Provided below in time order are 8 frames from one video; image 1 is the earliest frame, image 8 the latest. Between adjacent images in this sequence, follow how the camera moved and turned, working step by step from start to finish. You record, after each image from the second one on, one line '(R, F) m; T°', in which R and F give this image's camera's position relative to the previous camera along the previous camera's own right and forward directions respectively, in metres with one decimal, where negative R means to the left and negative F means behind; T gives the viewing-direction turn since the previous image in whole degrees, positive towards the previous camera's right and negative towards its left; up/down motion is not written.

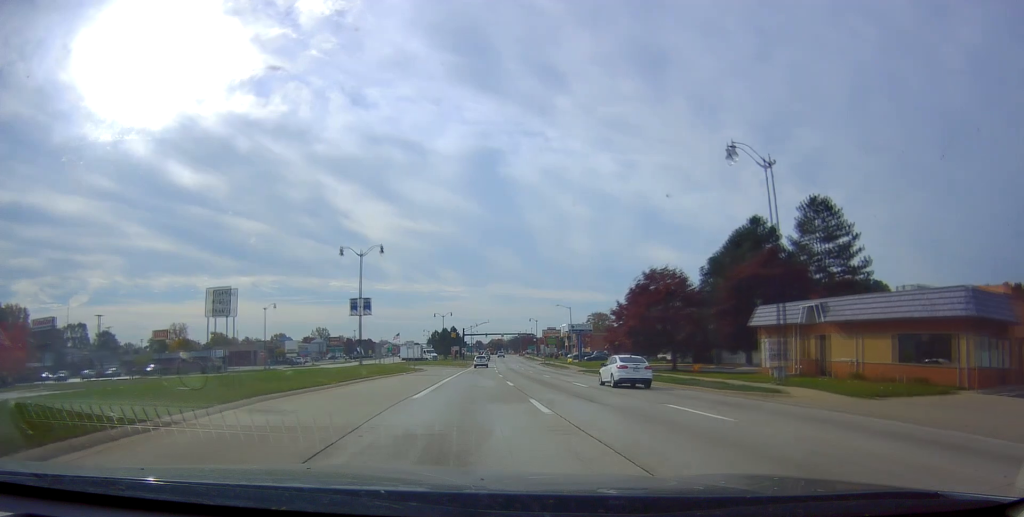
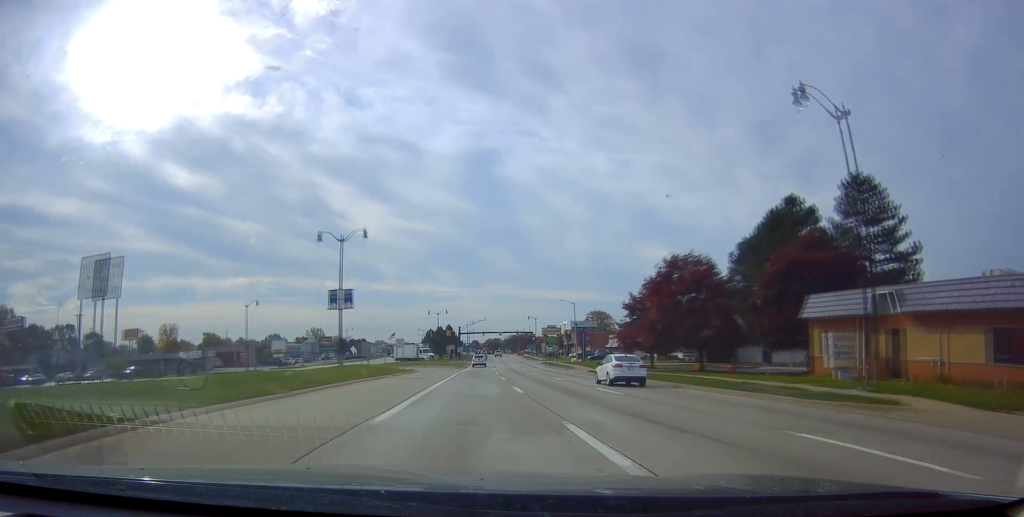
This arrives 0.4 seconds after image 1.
(0.0, +6.9) m; 0°
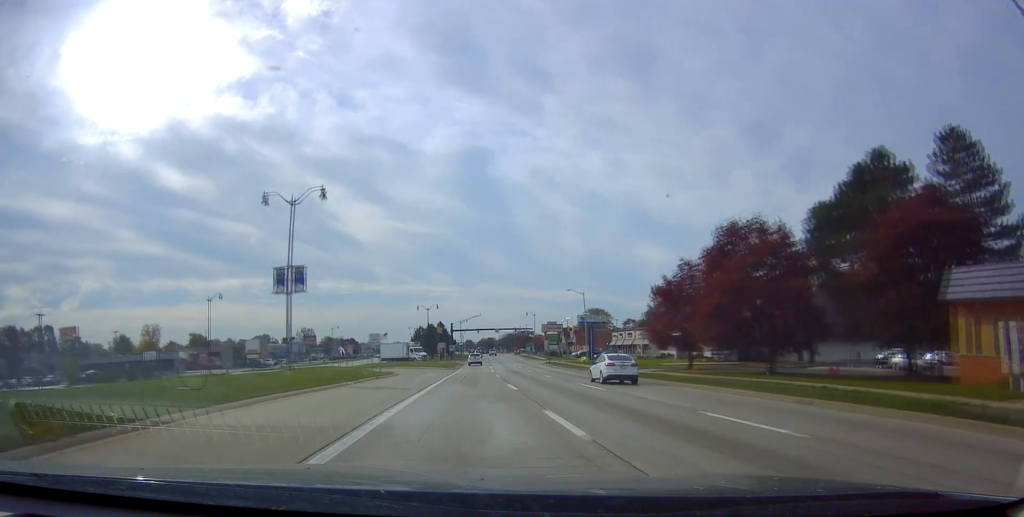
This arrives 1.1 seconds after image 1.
(0.0, +12.2) m; +1°
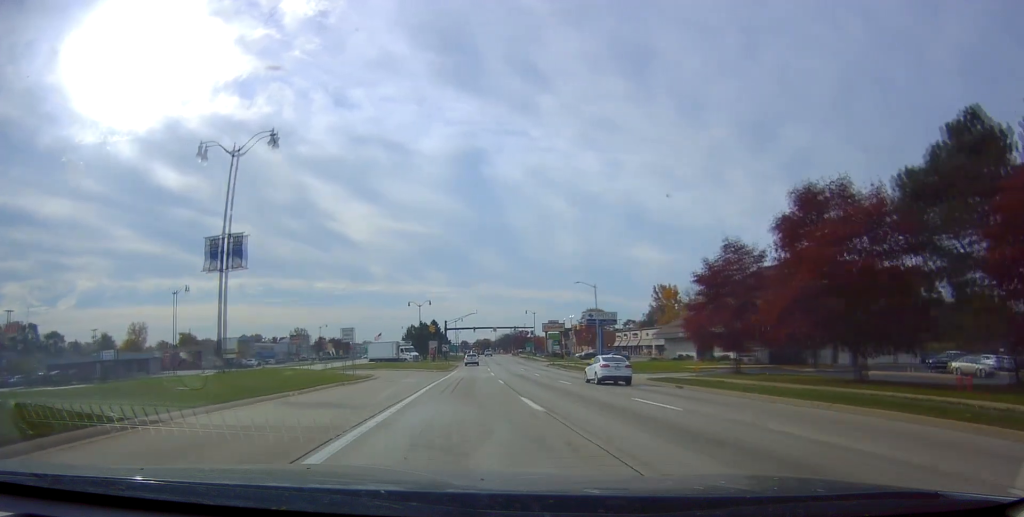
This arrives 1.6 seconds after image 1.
(-0.2, +9.4) m; +1°
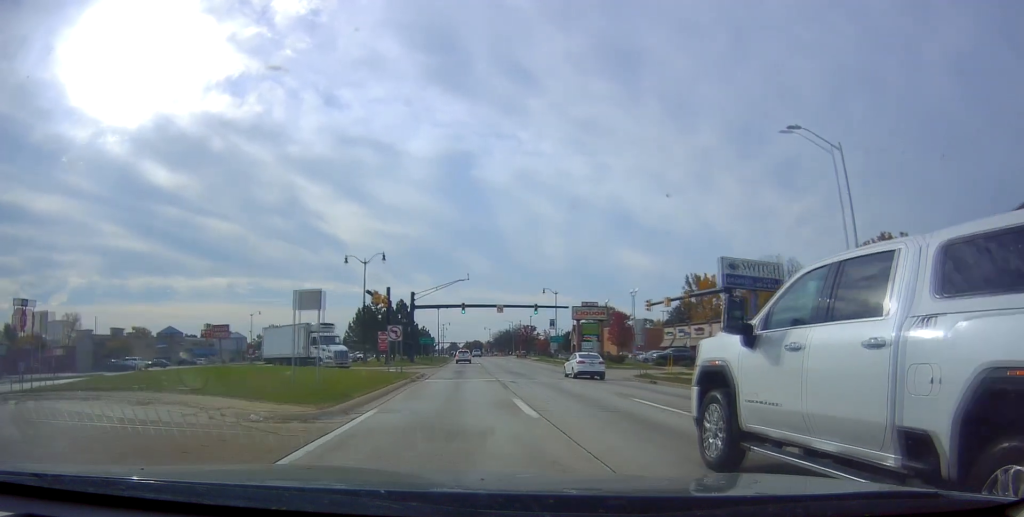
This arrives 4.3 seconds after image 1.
(+0.6, +48.0) m; +1°
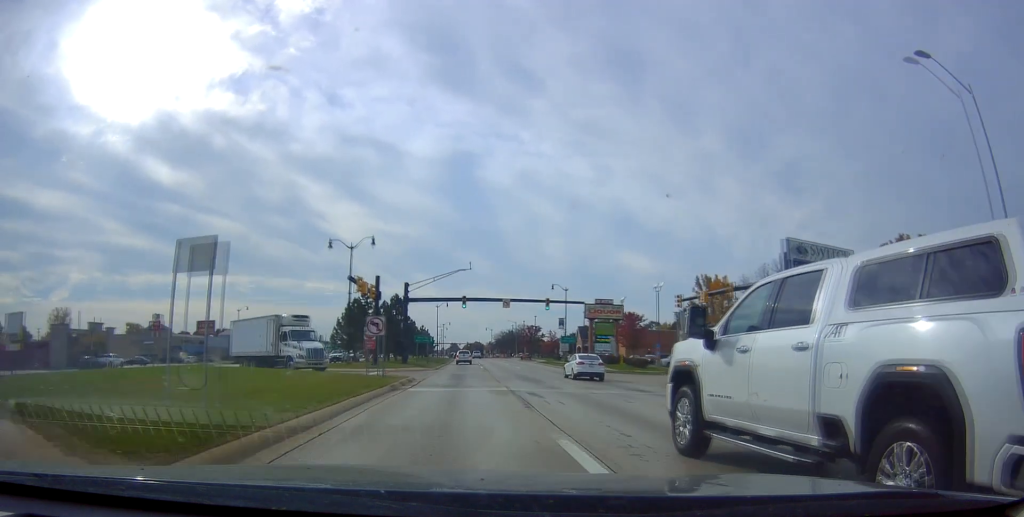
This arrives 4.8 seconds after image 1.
(+0.2, +7.9) m; 0°
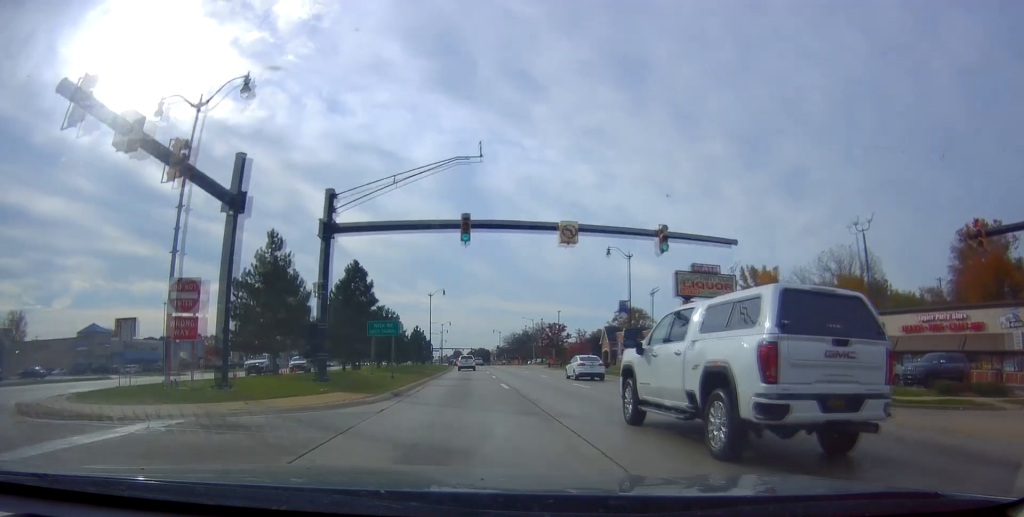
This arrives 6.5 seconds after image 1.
(-1.2, +31.3) m; -1°
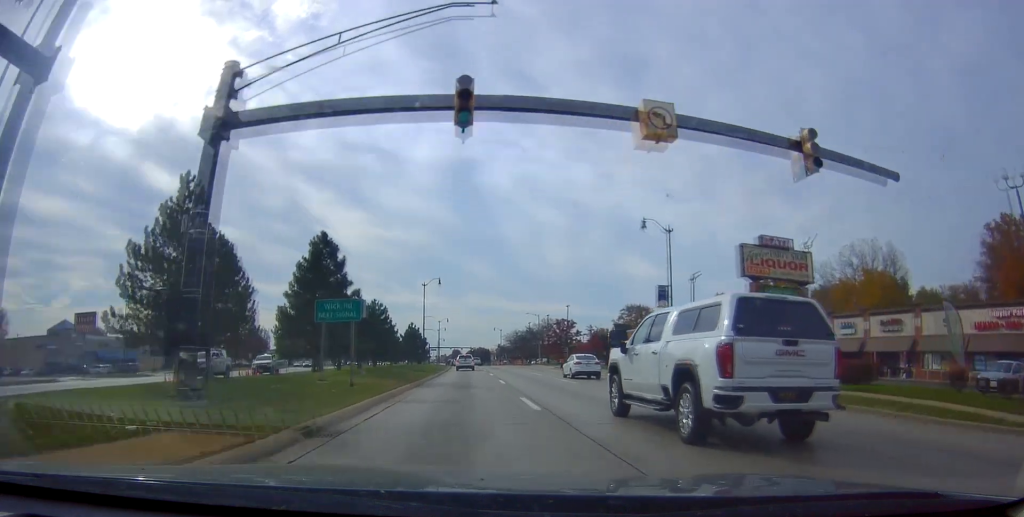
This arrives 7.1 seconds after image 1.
(+0.1, +10.7) m; 0°
